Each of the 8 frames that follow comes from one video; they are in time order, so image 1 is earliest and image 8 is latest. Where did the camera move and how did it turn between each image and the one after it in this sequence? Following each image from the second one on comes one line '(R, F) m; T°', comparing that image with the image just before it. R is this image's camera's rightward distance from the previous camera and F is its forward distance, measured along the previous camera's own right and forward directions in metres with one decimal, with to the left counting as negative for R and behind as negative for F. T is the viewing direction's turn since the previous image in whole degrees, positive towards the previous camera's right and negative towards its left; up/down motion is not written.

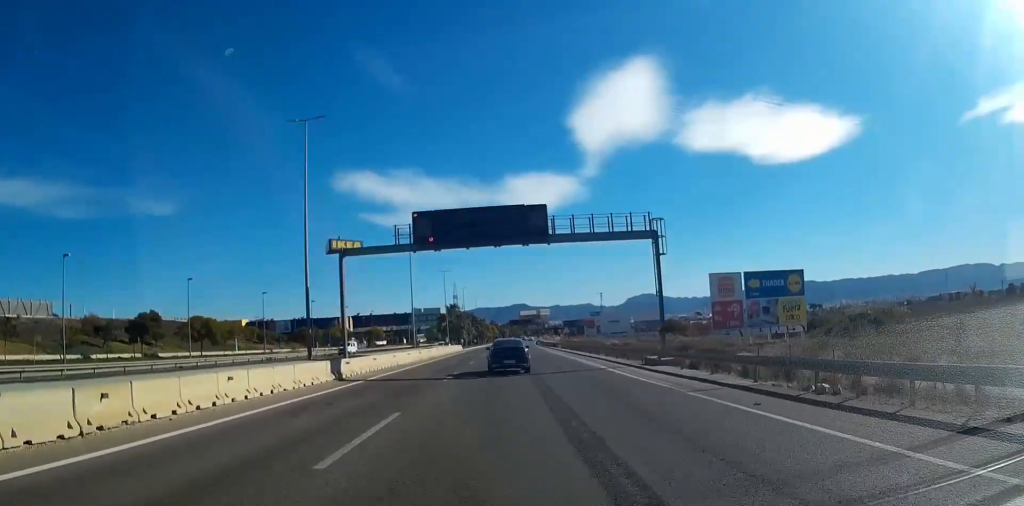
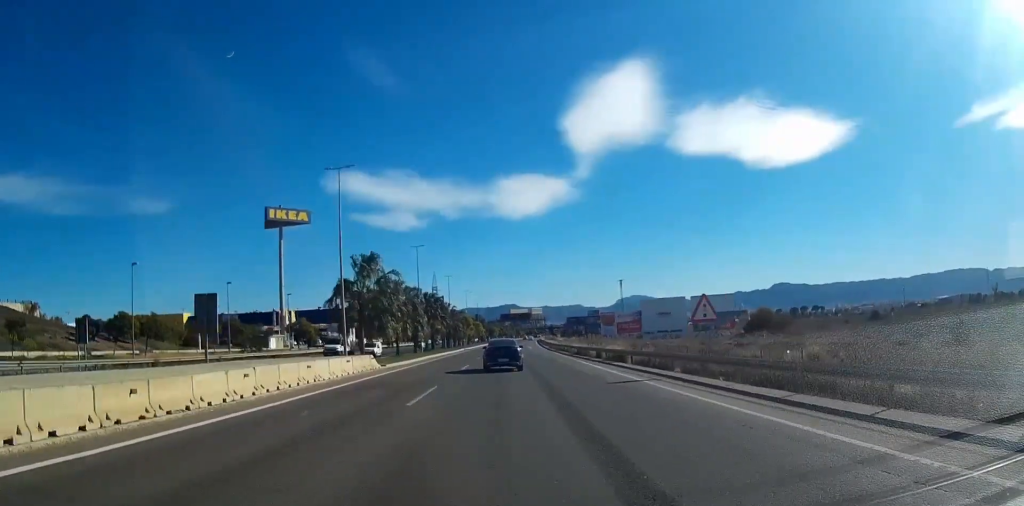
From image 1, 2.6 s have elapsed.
(0.0, +58.8) m; +1°
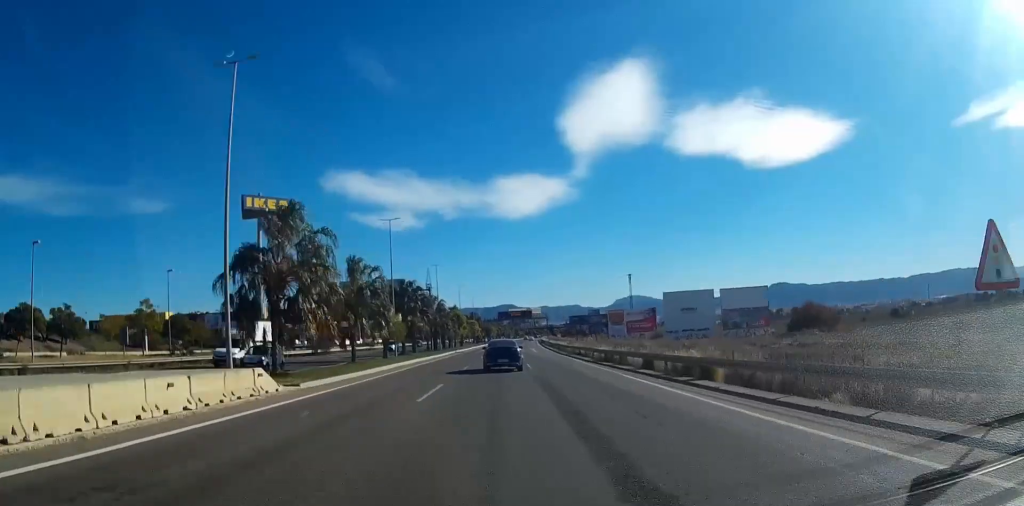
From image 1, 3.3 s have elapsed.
(+0.1, +15.9) m; 0°
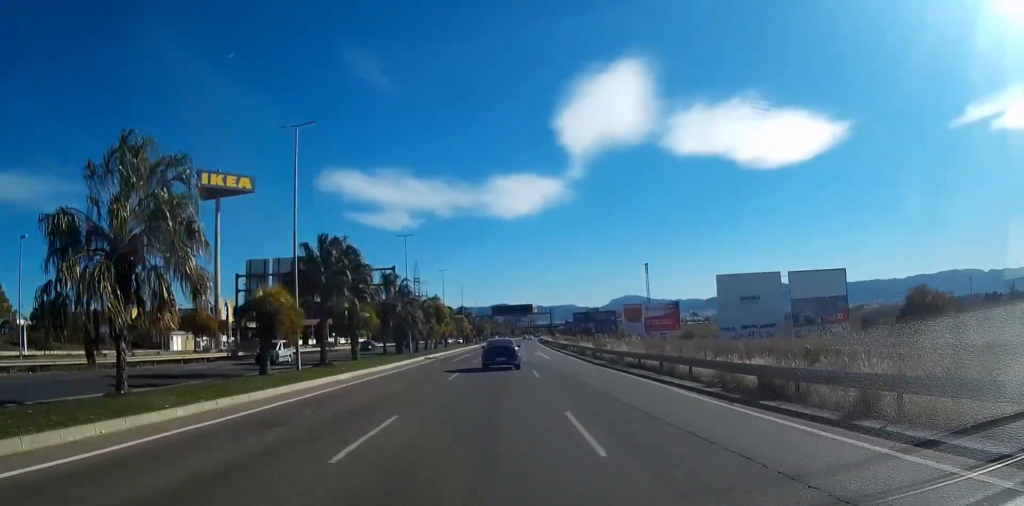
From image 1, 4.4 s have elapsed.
(+0.1, +25.1) m; +1°
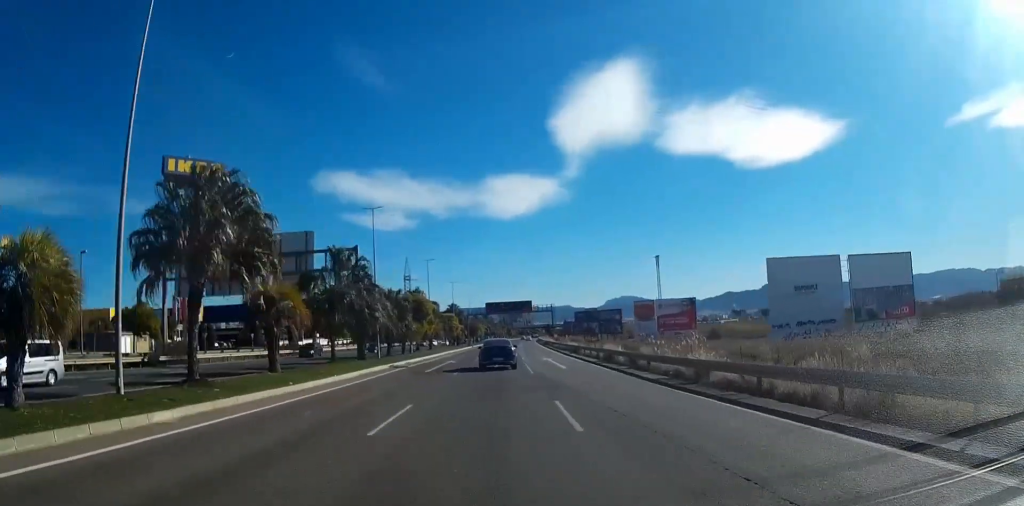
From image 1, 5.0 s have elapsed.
(0.0, +14.4) m; 0°
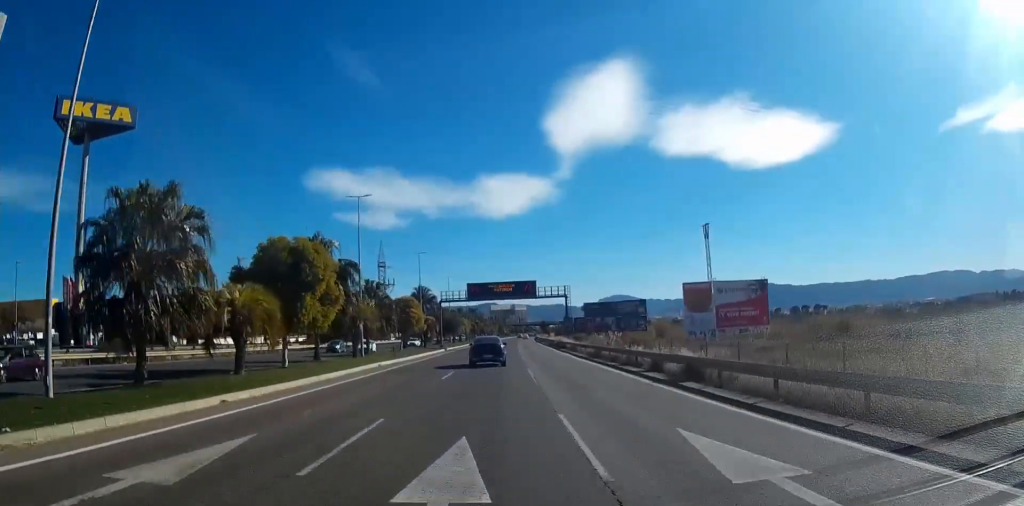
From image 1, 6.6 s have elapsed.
(+0.3, +37.0) m; 0°
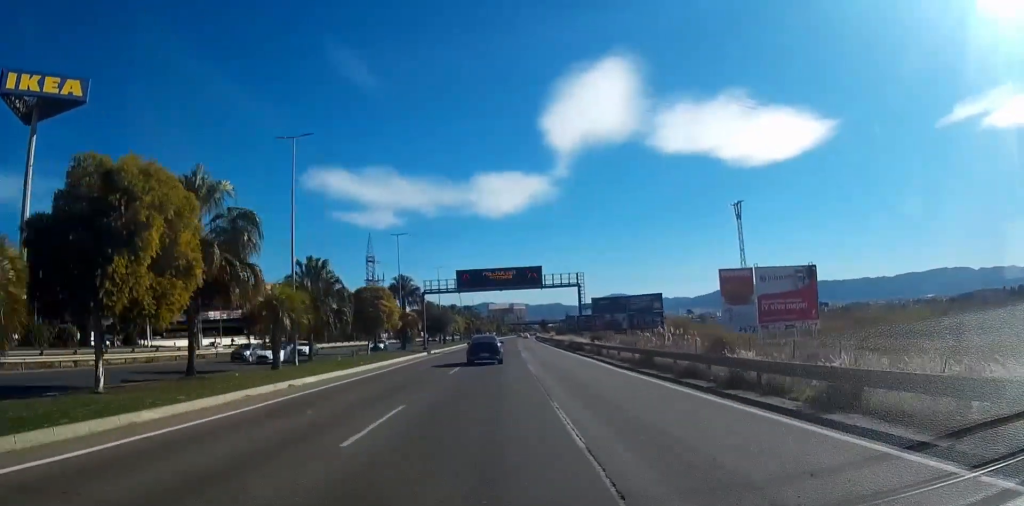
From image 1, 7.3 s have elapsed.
(0.0, +14.8) m; 0°
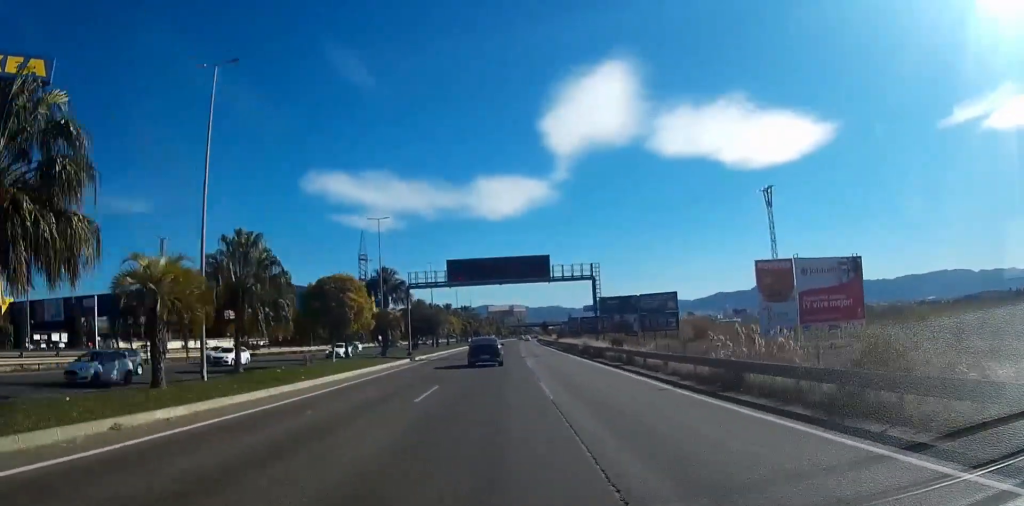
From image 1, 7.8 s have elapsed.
(0.0, +10.3) m; 0°
